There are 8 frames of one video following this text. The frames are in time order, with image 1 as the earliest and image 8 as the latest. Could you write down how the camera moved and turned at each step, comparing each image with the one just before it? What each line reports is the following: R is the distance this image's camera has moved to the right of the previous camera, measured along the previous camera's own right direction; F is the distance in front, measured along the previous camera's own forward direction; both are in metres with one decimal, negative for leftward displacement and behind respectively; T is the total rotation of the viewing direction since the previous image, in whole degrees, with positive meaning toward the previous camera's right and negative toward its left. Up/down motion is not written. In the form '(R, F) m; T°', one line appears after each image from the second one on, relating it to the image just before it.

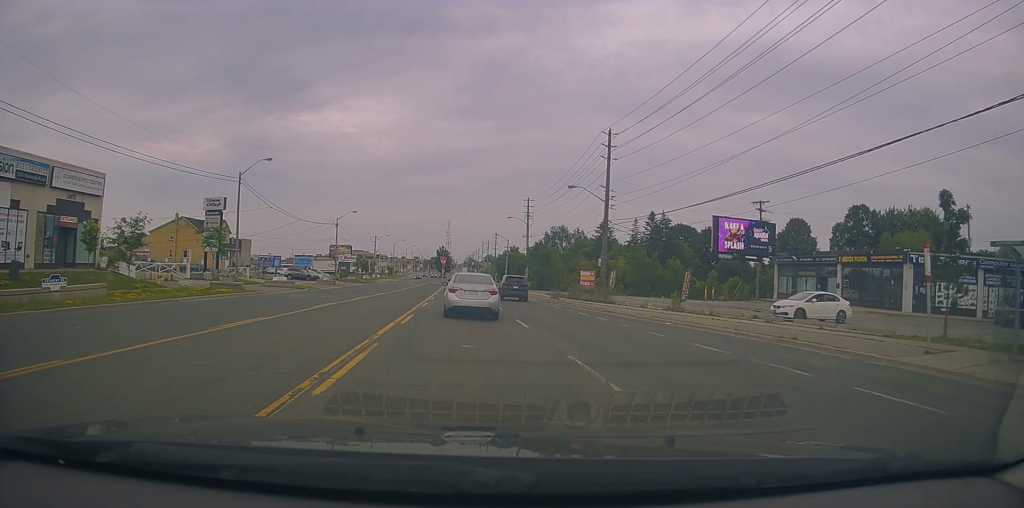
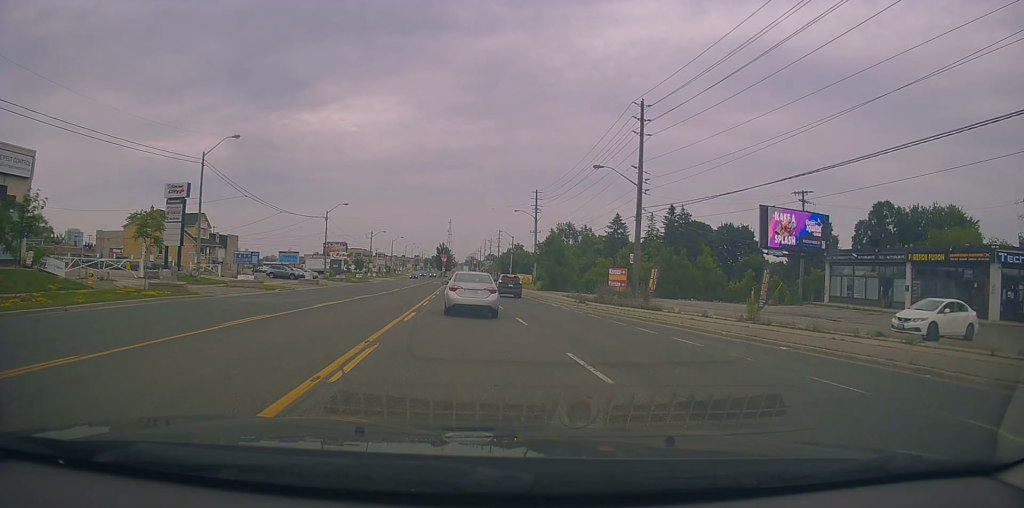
(0.0, +8.9) m; 0°
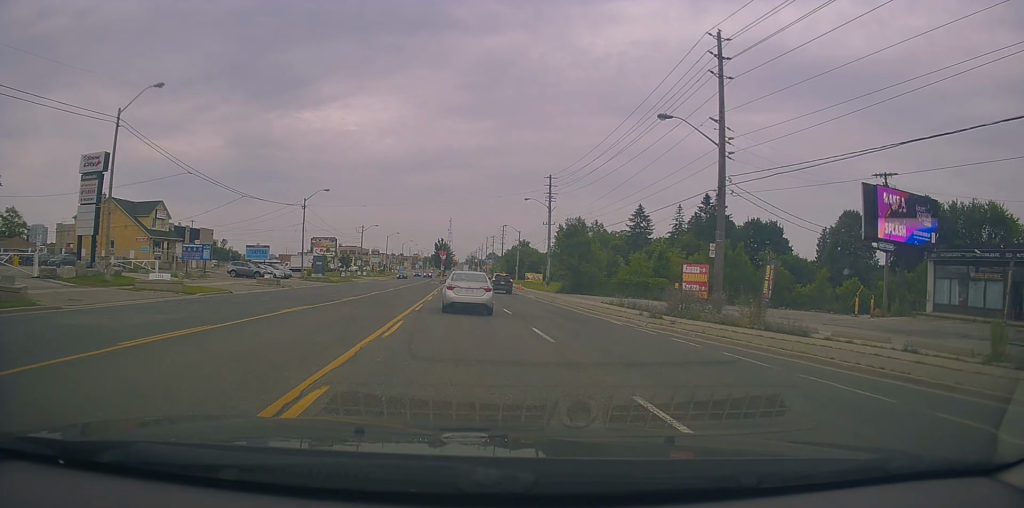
(0.0, +12.7) m; 0°
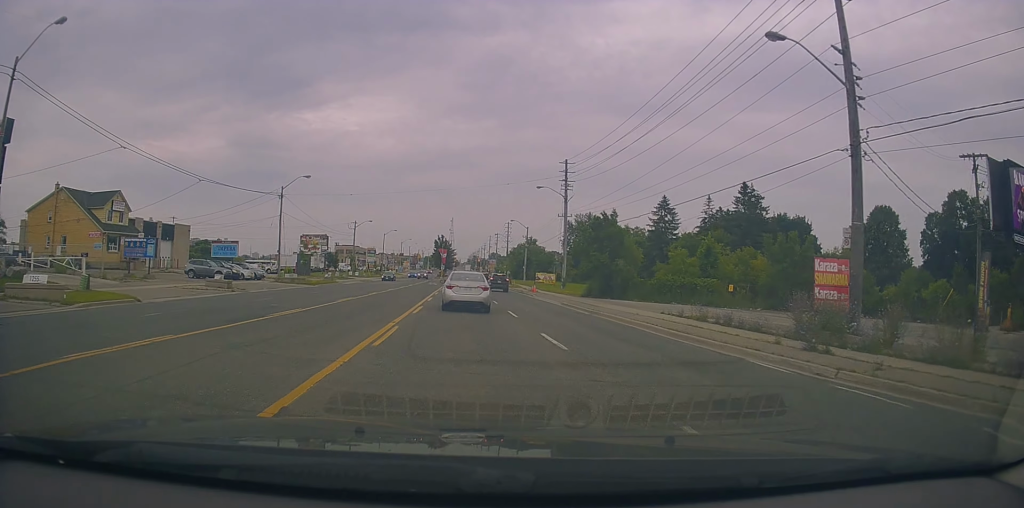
(0.0, +10.6) m; 0°
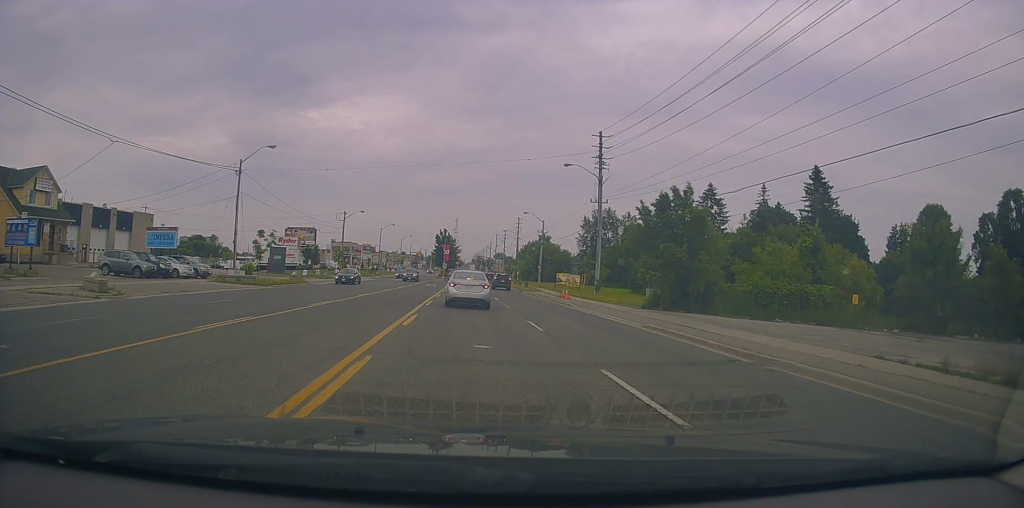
(0.0, +14.1) m; -1°
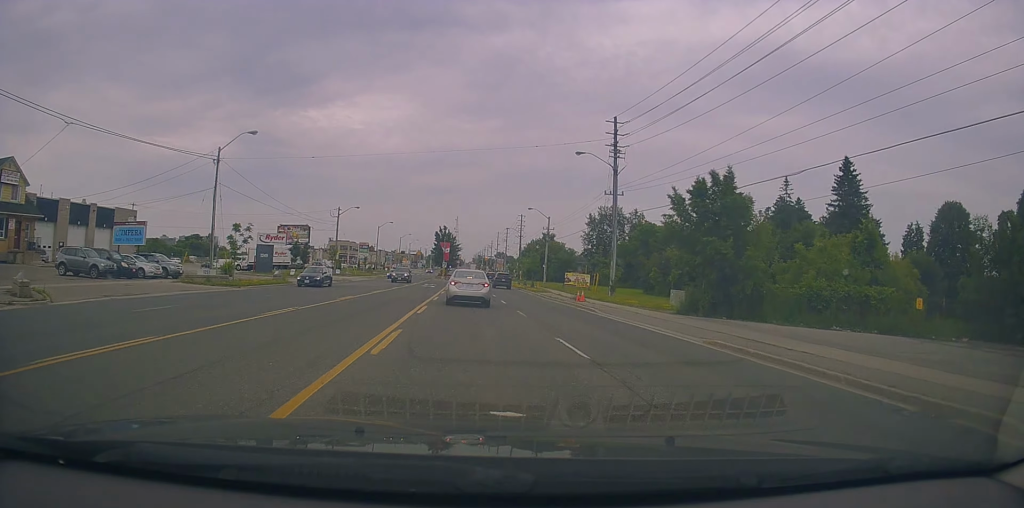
(0.0, +4.9) m; 0°
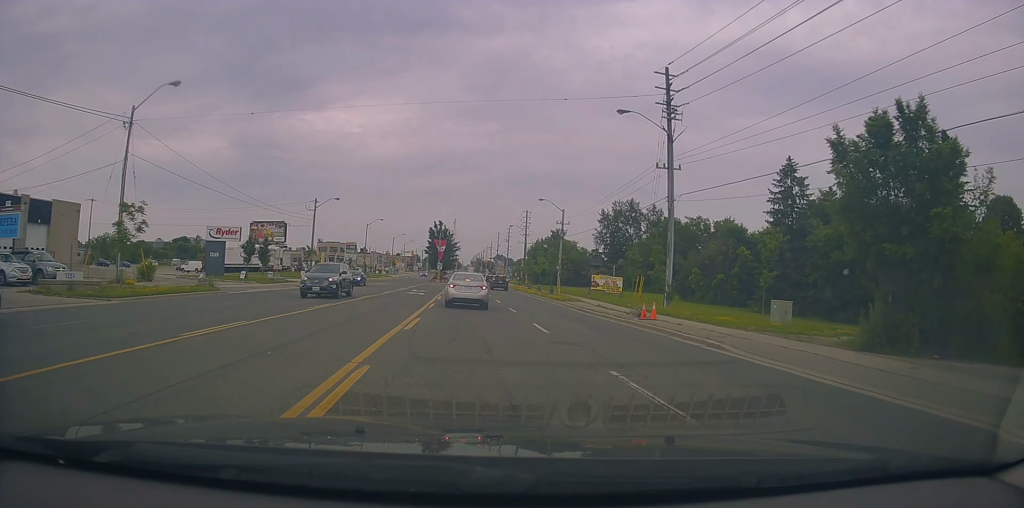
(-0.2, +13.4) m; 0°
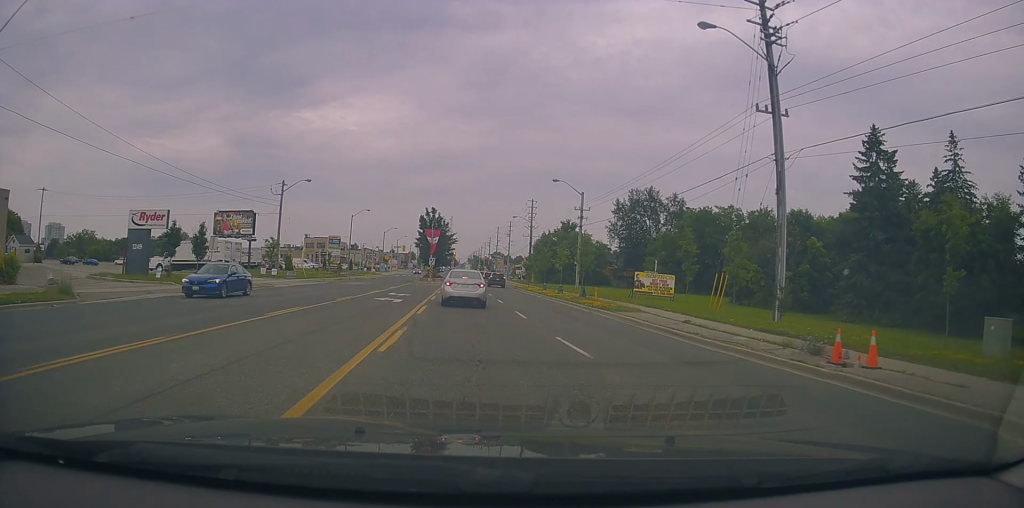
(+0.1, +12.8) m; +1°
